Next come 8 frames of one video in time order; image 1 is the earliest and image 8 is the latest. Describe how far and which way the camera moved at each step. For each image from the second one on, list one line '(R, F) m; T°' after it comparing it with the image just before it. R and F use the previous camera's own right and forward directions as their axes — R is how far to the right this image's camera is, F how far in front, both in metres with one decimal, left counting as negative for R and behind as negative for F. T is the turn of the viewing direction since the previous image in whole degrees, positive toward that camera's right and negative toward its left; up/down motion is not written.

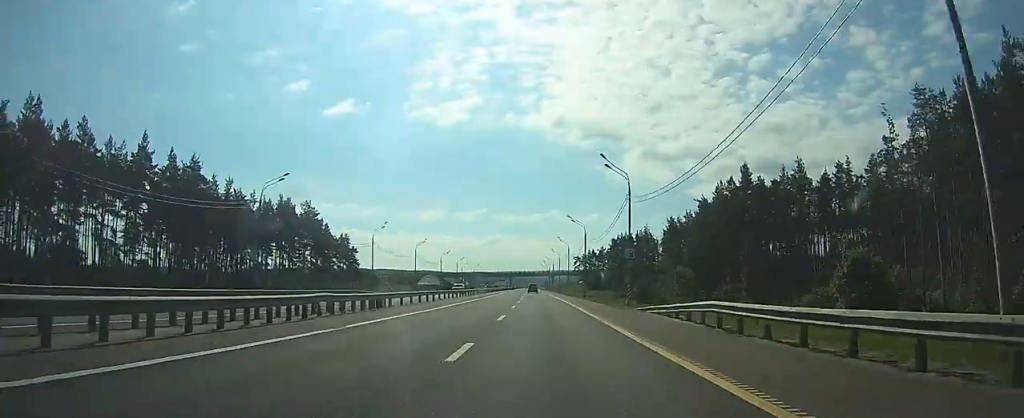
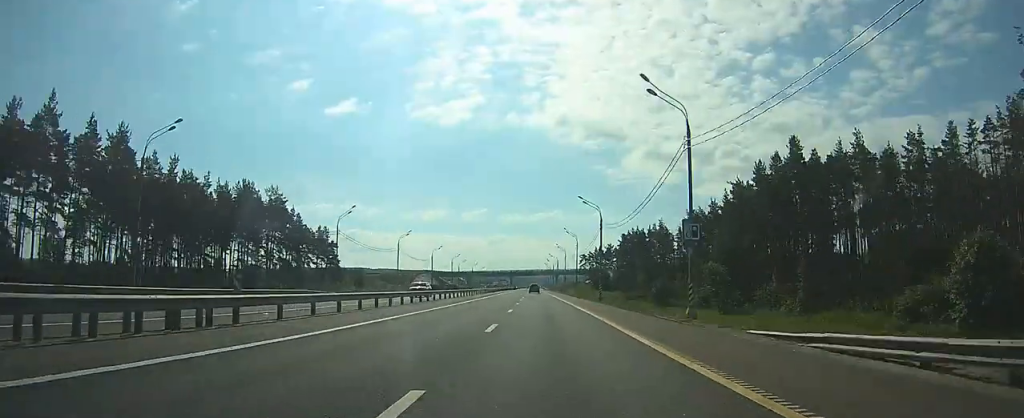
(-0.2, +17.7) m; -1°
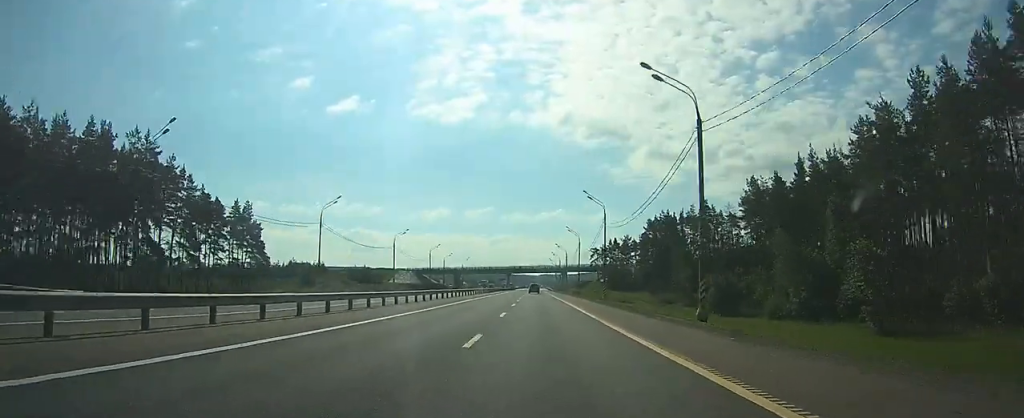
(-0.2, +39.7) m; 0°
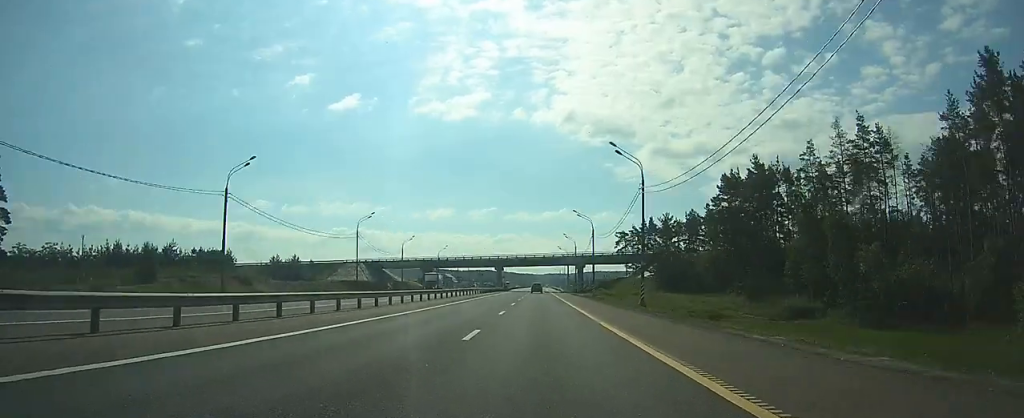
(-0.3, +58.2) m; -1°
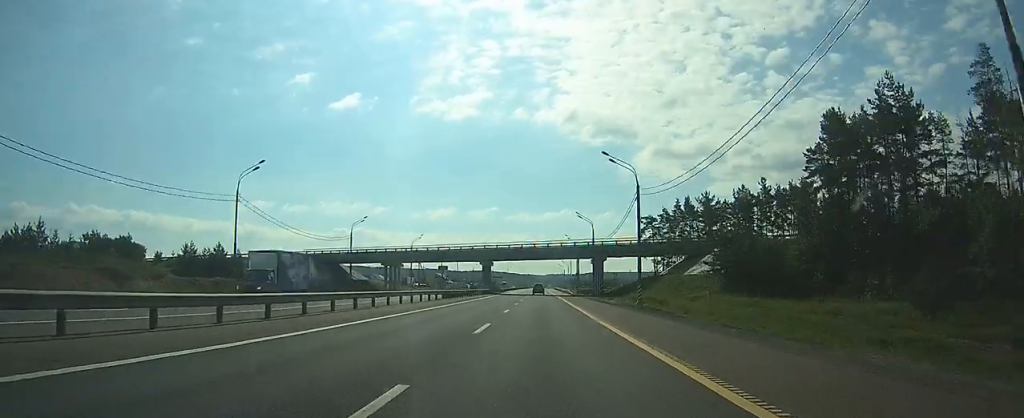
(-0.1, +34.0) m; 0°
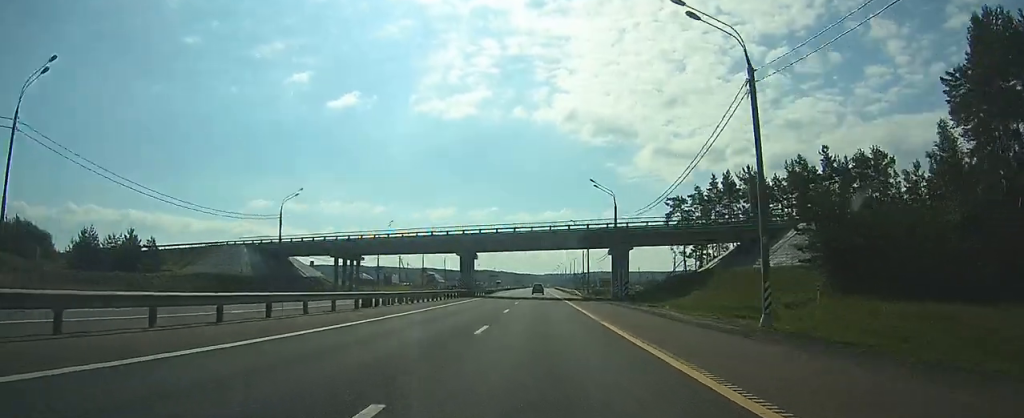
(0.0, +24.1) m; 0°
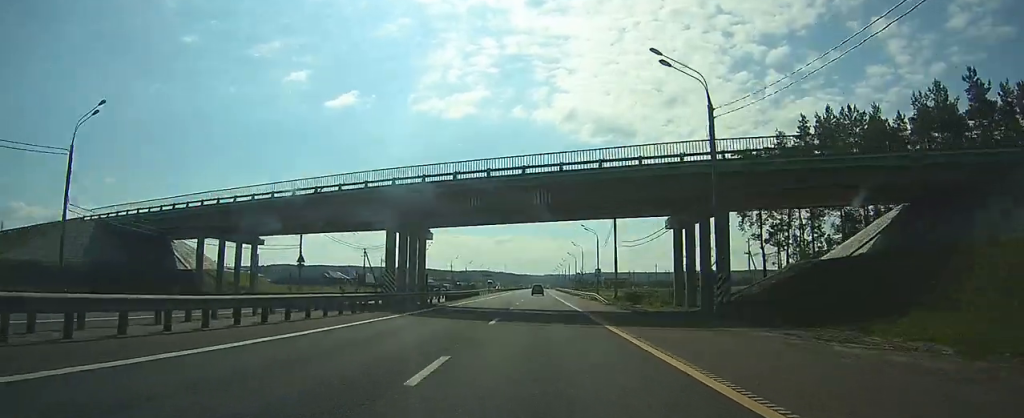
(+0.1, +31.8) m; 0°
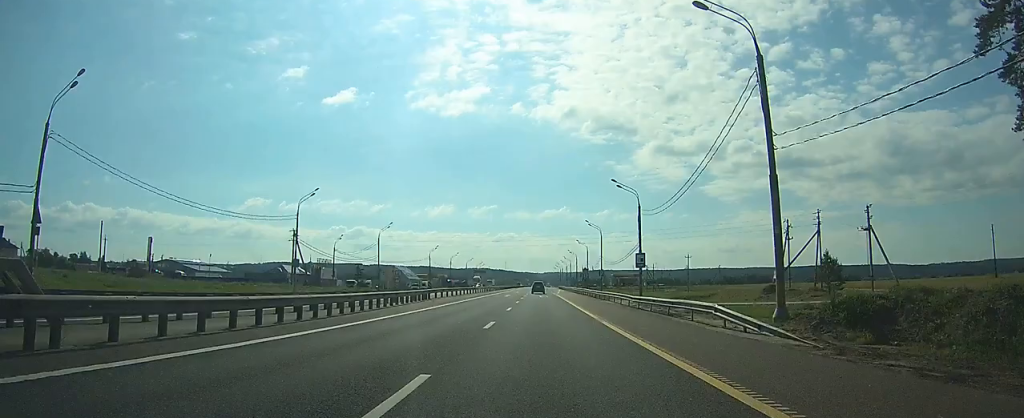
(+0.2, +38.3) m; 0°
